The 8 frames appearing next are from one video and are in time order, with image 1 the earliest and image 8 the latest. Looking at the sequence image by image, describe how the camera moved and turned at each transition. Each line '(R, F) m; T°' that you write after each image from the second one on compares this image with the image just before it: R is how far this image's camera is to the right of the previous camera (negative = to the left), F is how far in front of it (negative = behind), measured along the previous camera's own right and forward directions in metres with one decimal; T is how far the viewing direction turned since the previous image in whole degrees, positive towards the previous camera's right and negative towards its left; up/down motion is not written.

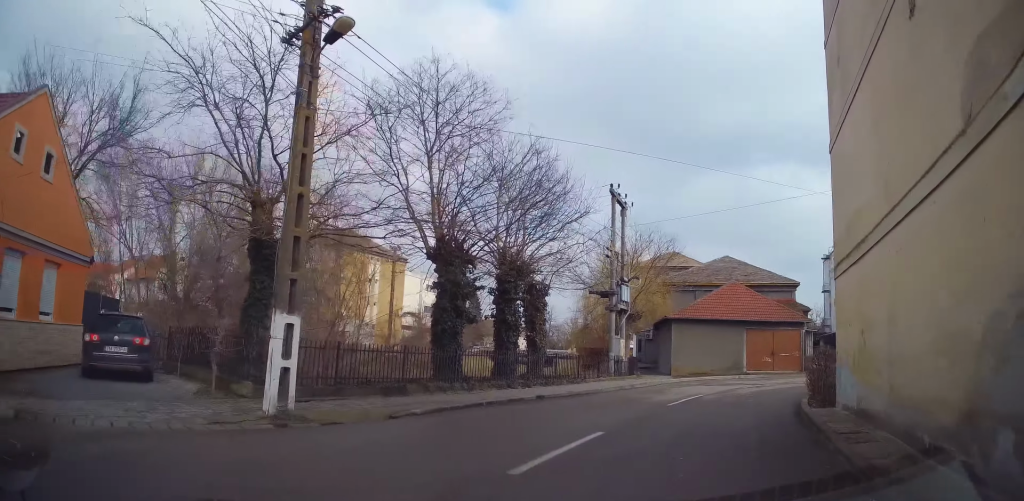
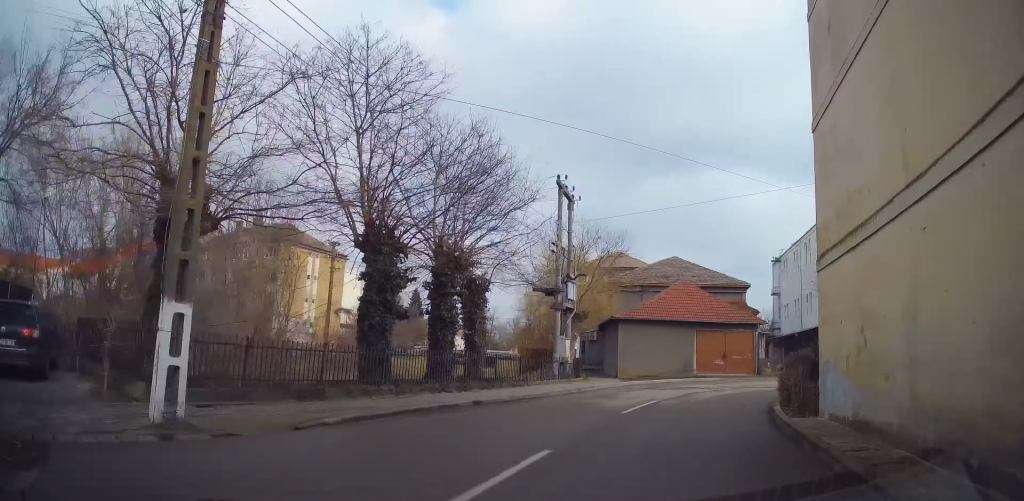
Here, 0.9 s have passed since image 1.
(+0.1, +2.8) m; +8°
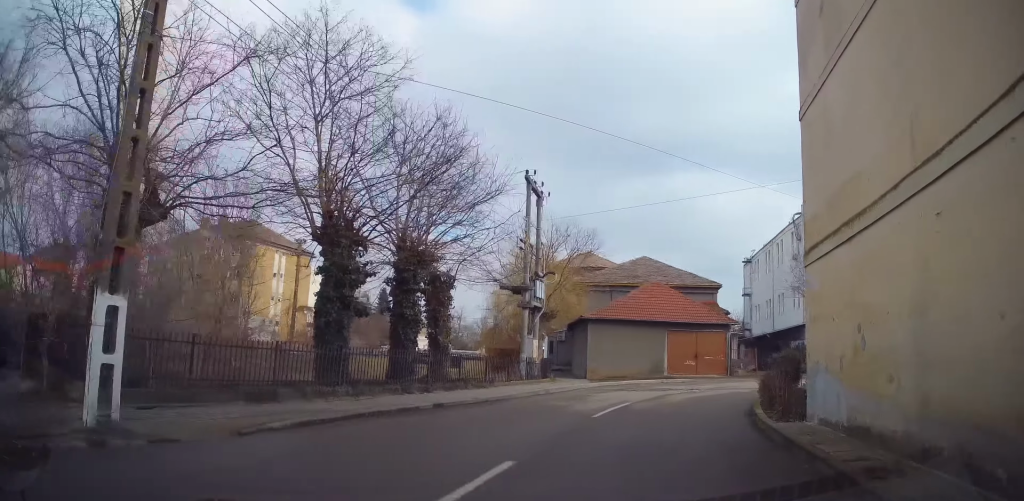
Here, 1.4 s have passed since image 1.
(+0.1, +1.2) m; +5°
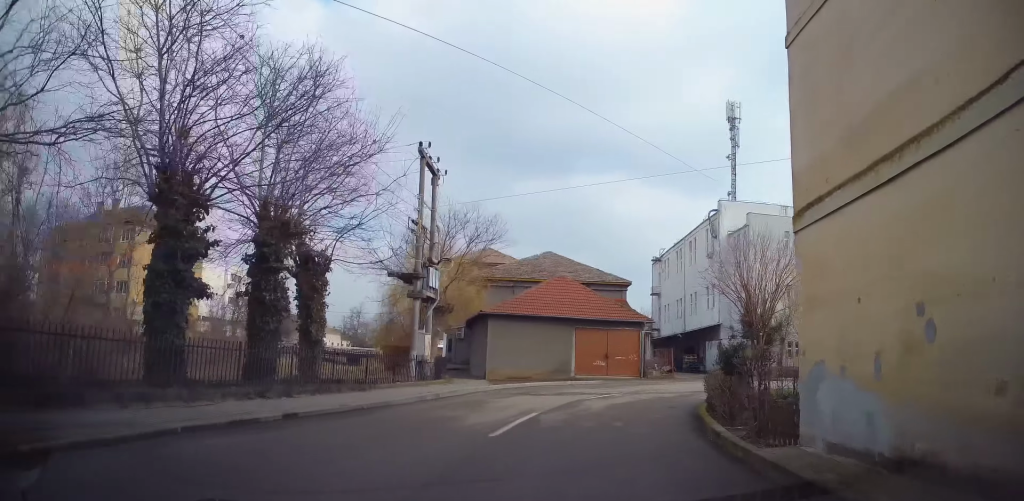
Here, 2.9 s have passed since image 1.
(+0.5, +3.9) m; +13°
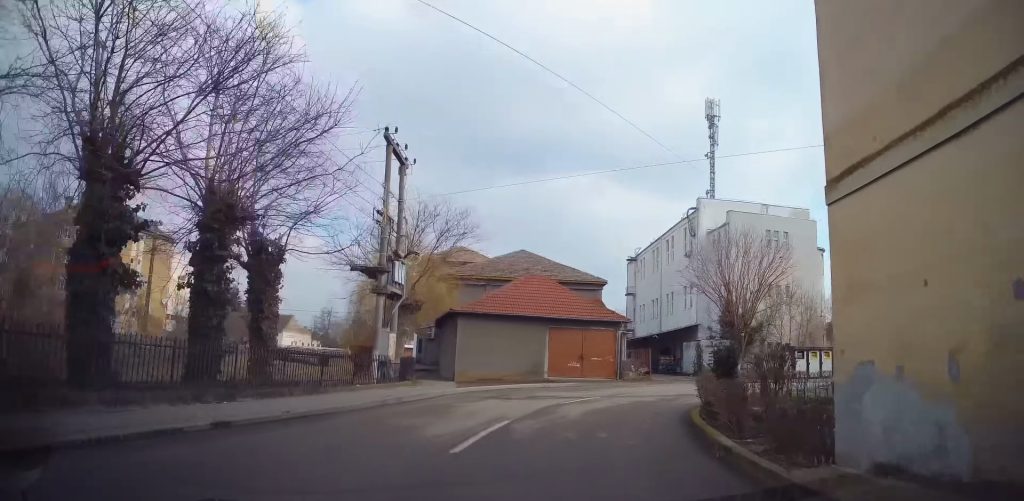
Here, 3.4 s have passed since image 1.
(0.0, +1.6) m; +4°
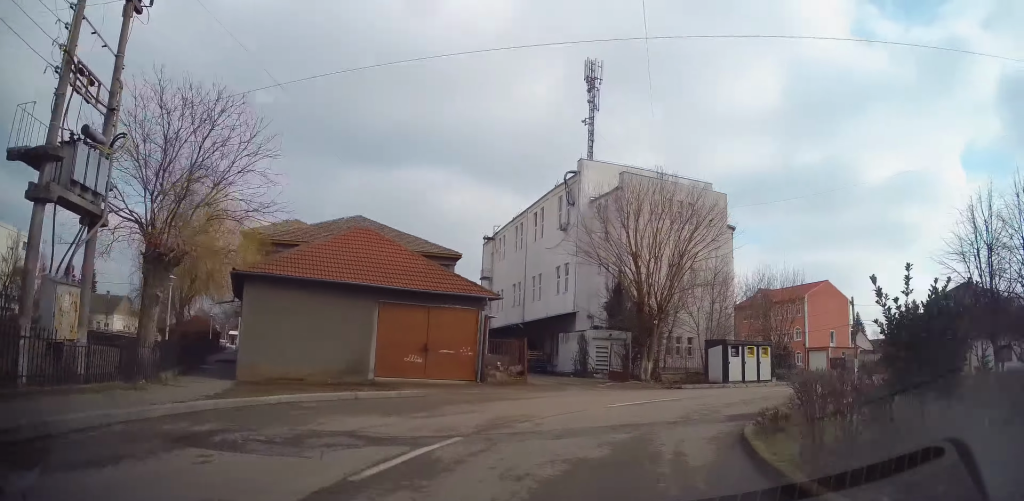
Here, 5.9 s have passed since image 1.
(+1.3, +8.6) m; +17°
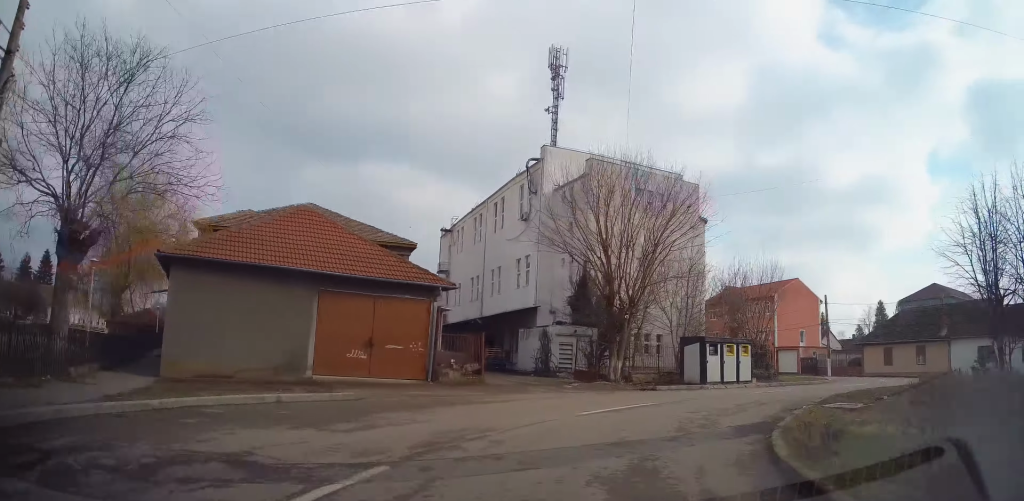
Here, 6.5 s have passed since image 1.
(+0.1, +2.2) m; +5°
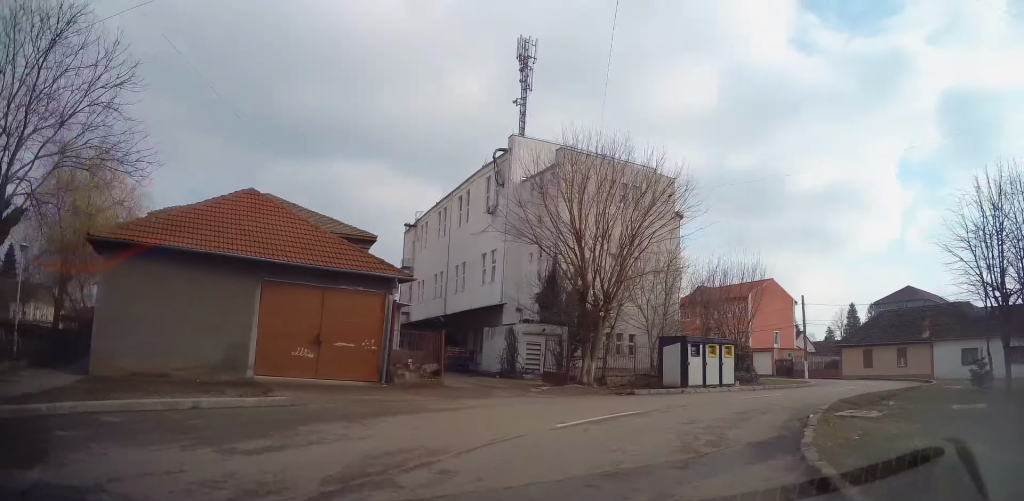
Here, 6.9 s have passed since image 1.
(0.0, +1.9) m; +5°
